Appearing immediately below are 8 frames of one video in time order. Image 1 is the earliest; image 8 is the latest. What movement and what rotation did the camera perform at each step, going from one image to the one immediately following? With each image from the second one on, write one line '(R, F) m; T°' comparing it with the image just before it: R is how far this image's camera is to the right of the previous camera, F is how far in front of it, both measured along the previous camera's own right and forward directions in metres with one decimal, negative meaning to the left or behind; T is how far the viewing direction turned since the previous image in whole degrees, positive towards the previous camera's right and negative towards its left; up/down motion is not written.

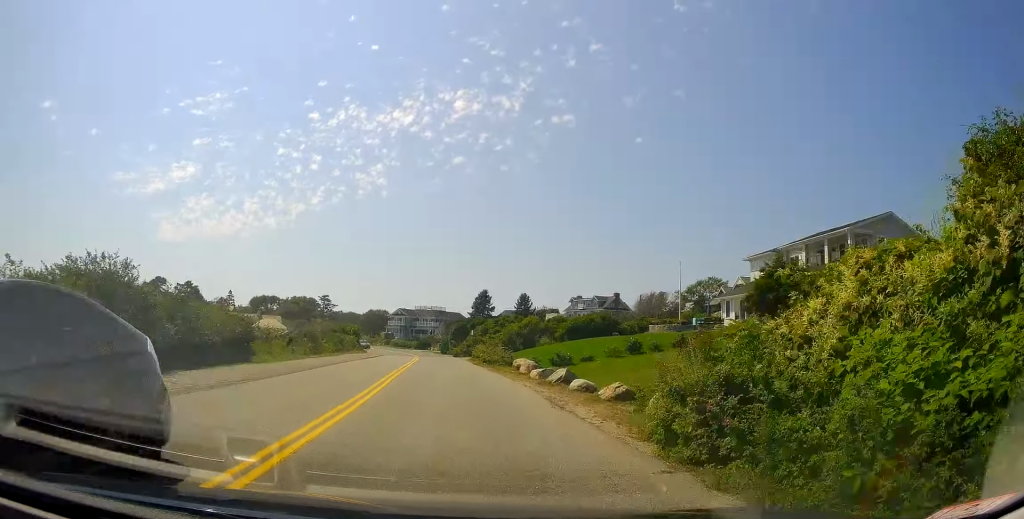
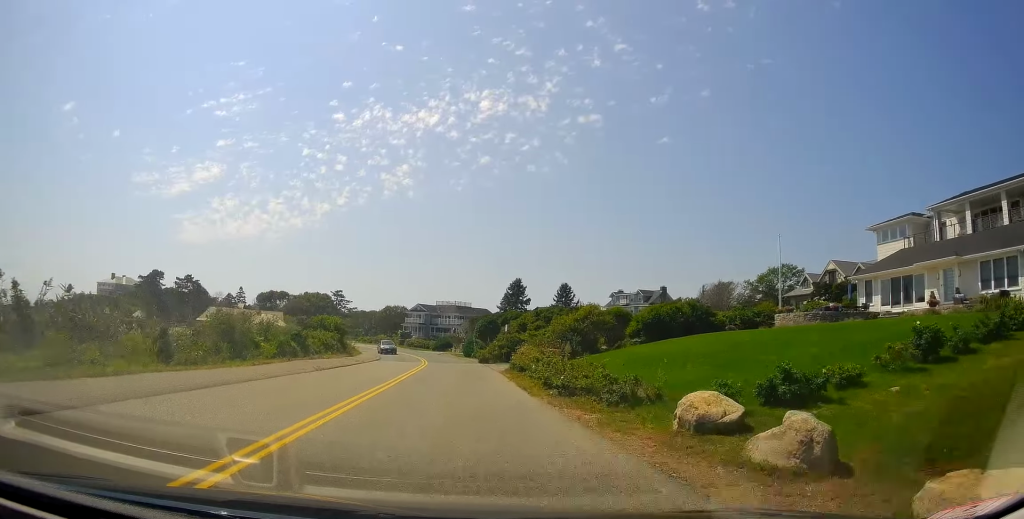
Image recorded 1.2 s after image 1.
(+0.1, +18.5) m; -2°
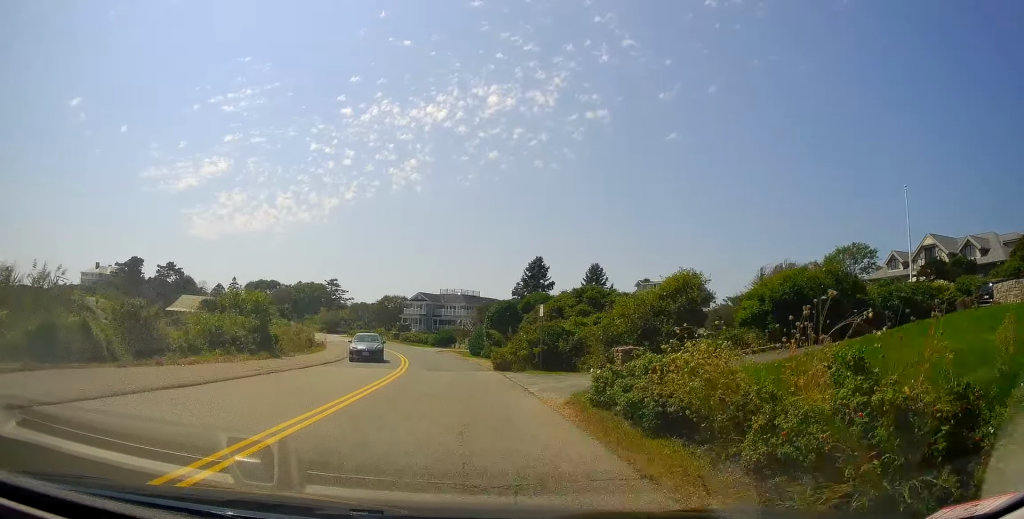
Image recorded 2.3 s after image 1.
(-0.7, +17.4) m; -2°
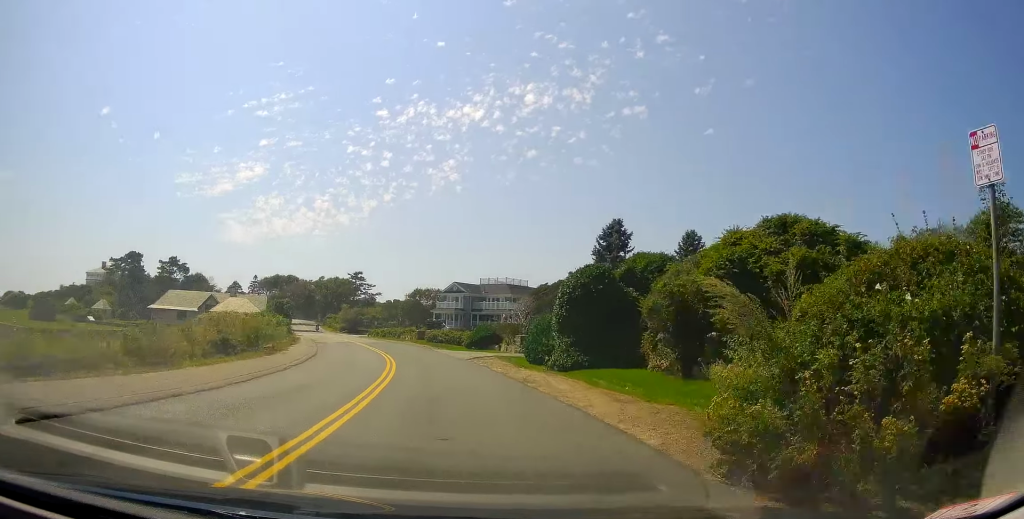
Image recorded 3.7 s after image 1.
(-0.1, +20.8) m; -2°
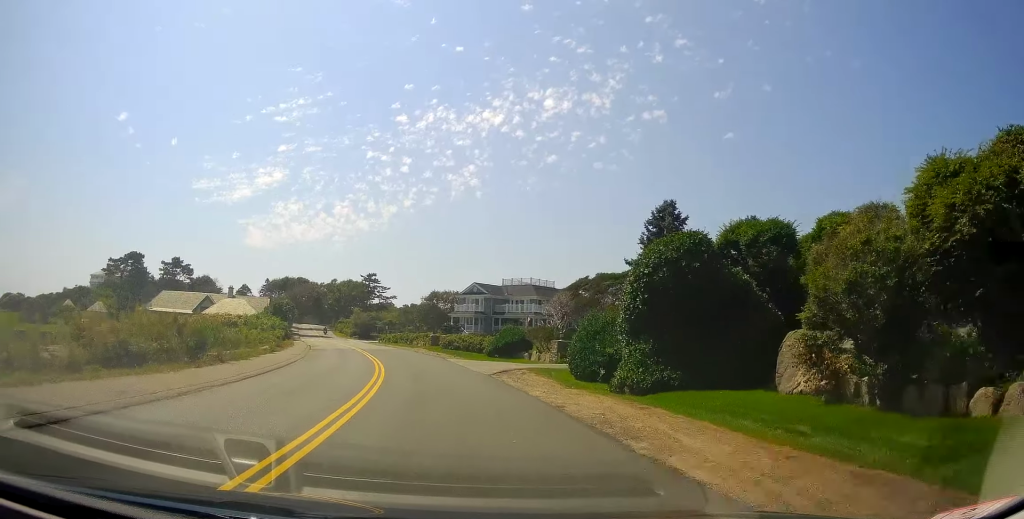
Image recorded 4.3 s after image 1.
(-0.1, +8.6) m; -2°
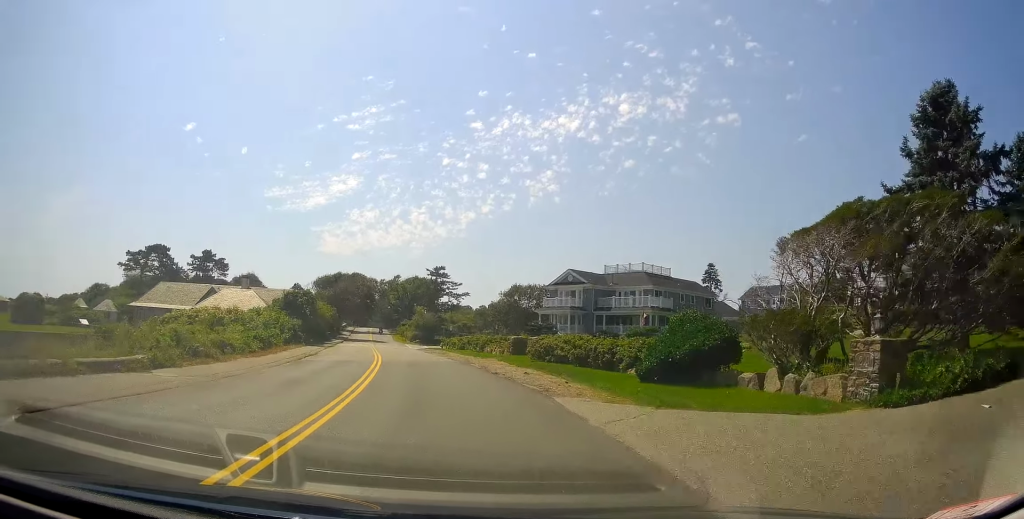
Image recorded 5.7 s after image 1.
(-1.2, +22.1) m; -5°
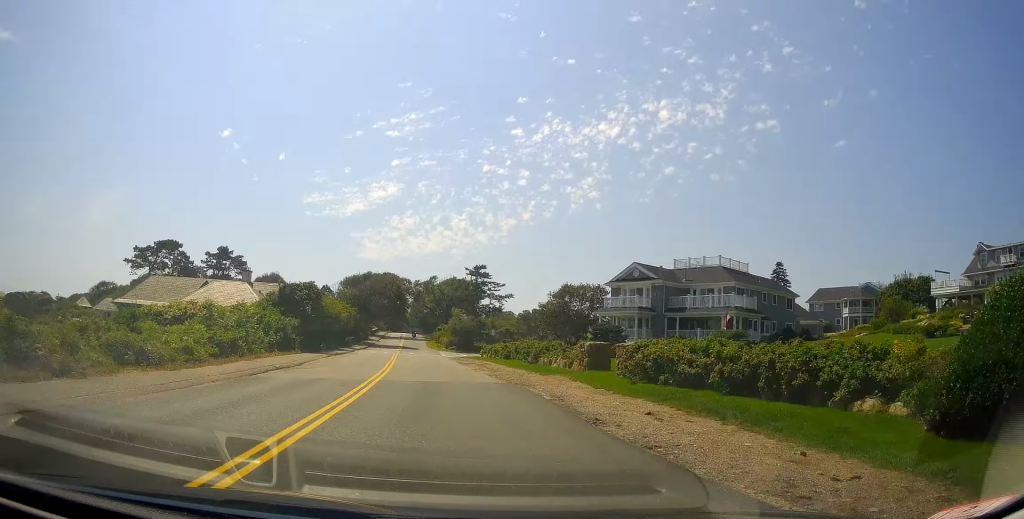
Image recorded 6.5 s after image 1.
(-0.1, +11.4) m; -2°
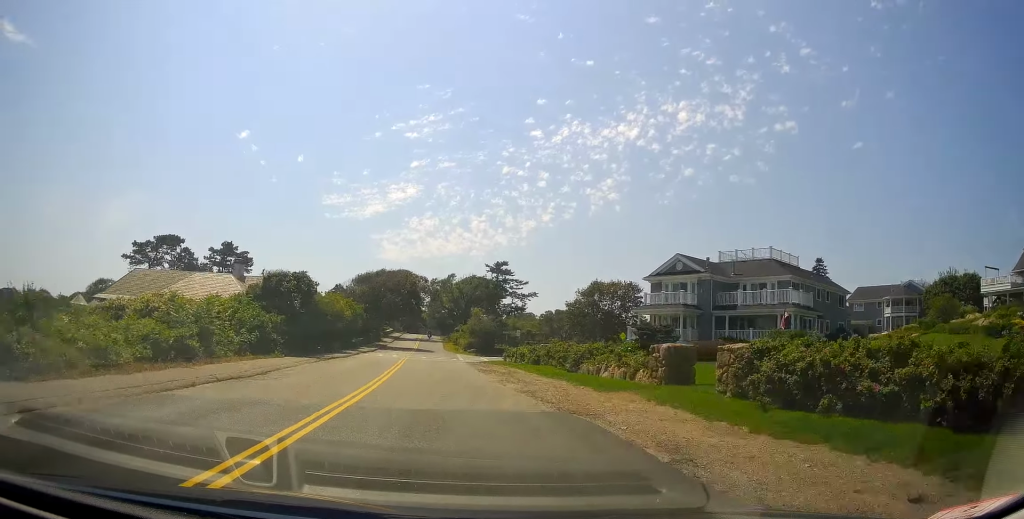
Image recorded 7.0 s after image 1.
(-0.1, +6.9) m; -2°
